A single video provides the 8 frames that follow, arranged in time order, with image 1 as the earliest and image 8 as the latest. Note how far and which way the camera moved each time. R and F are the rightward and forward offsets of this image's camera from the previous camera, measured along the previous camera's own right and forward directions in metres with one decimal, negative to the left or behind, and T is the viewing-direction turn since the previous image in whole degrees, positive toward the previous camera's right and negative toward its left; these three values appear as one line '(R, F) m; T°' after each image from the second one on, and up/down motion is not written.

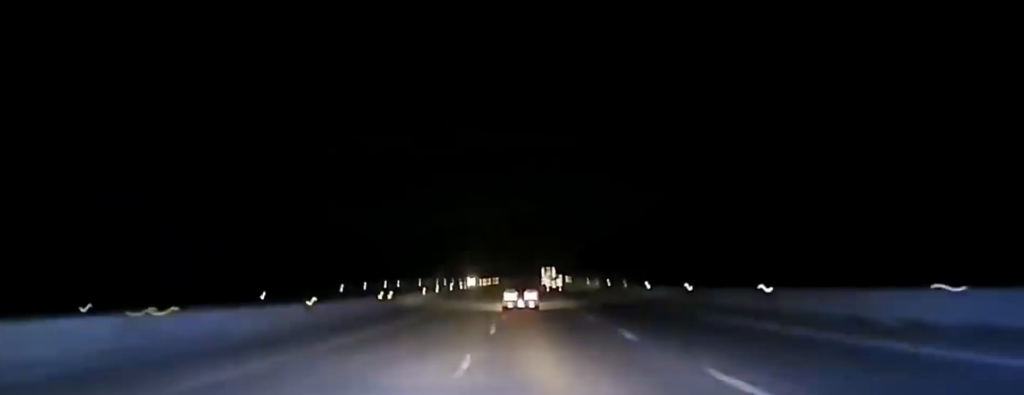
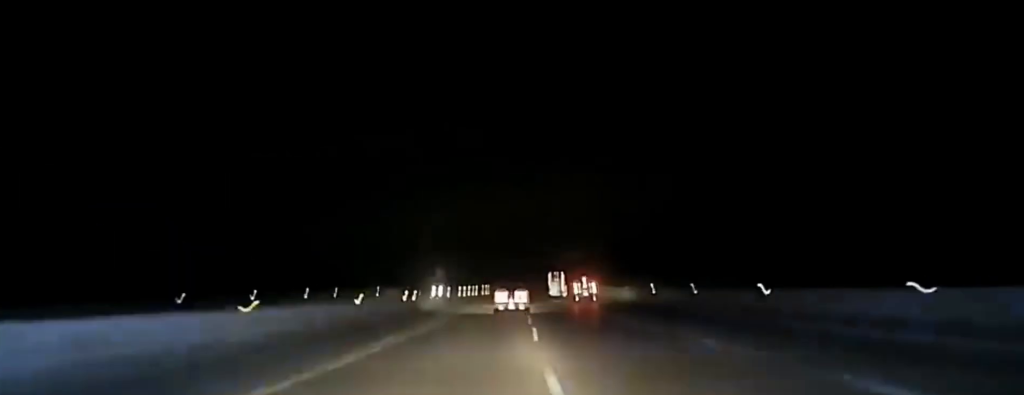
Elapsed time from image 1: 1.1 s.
(-0.2, +62.0) m; 0°
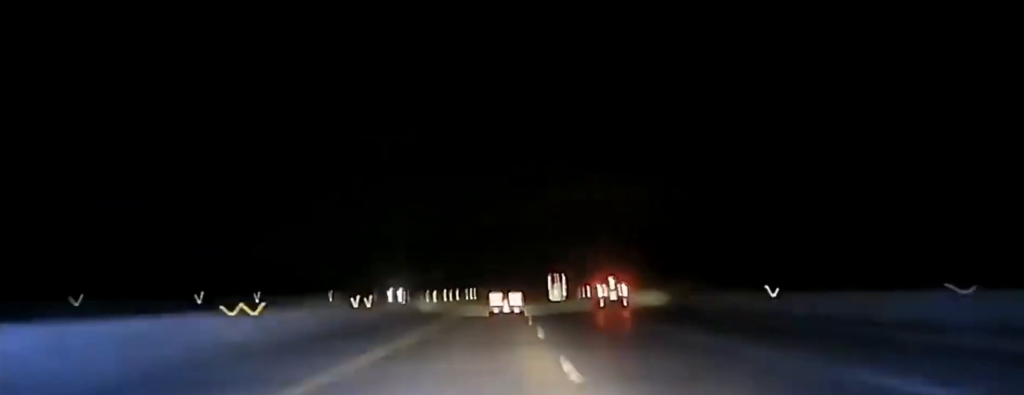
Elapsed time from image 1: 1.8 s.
(+0.3, +37.1) m; +1°
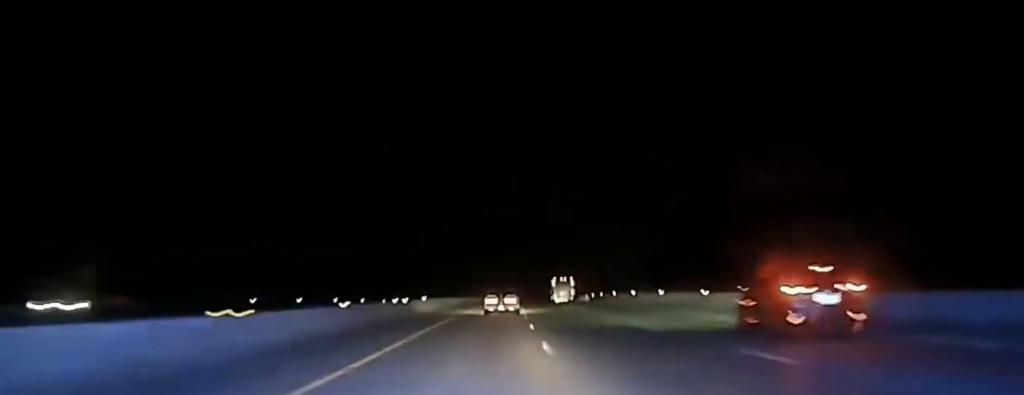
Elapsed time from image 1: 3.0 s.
(+0.7, +65.3) m; +1°
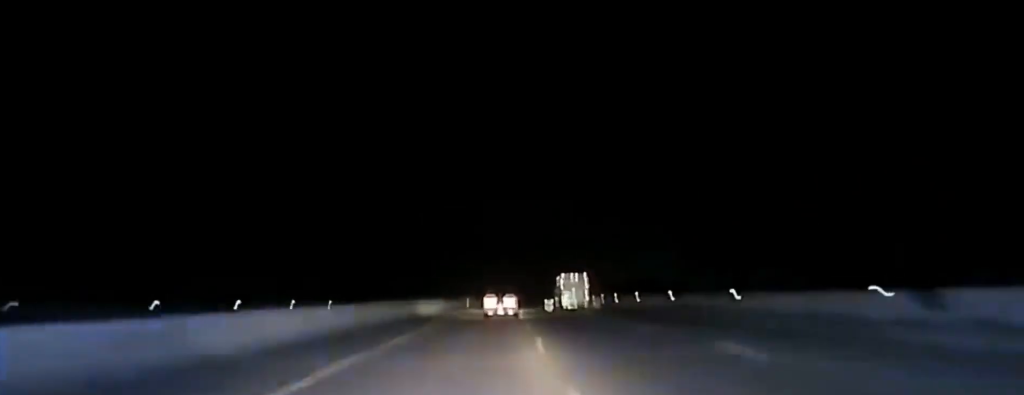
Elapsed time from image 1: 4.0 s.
(+0.6, +58.1) m; +1°
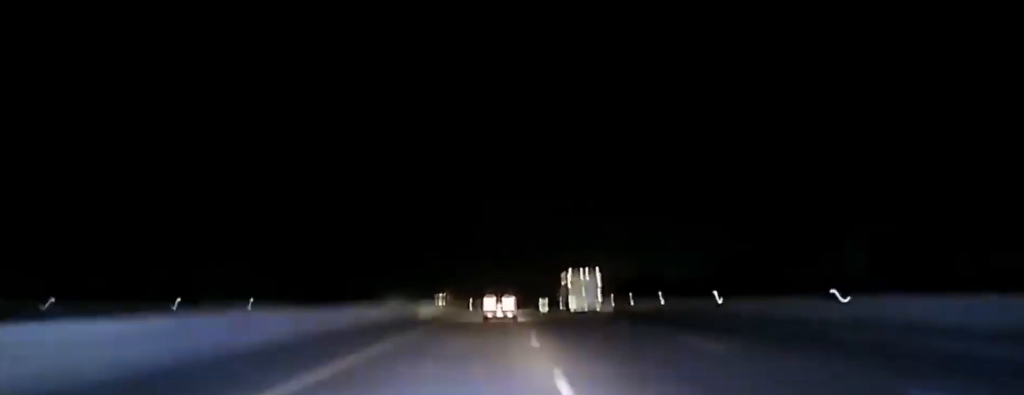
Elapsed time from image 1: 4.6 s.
(+0.1, +35.7) m; 0°
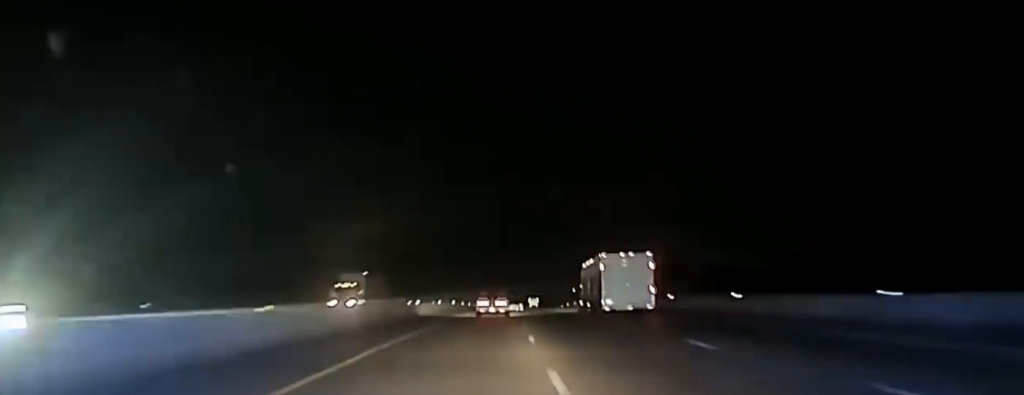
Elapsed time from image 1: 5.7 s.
(+0.3, +60.4) m; +1°
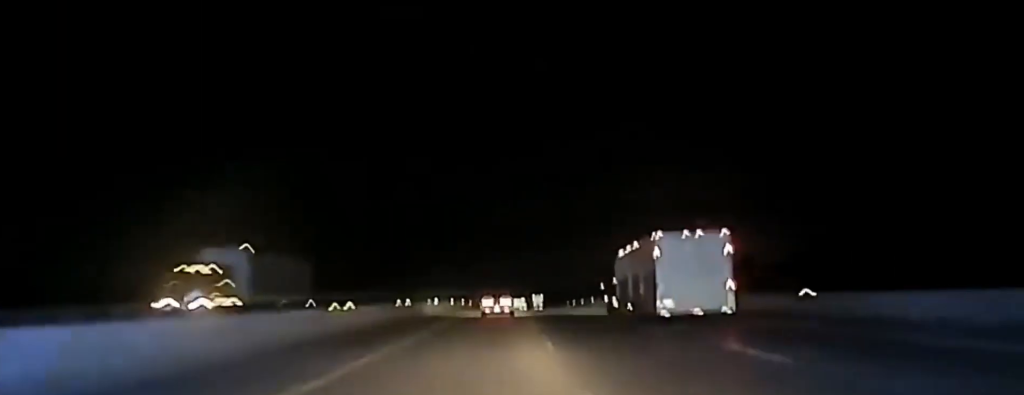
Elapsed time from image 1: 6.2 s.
(0.0, +28.4) m; +1°
